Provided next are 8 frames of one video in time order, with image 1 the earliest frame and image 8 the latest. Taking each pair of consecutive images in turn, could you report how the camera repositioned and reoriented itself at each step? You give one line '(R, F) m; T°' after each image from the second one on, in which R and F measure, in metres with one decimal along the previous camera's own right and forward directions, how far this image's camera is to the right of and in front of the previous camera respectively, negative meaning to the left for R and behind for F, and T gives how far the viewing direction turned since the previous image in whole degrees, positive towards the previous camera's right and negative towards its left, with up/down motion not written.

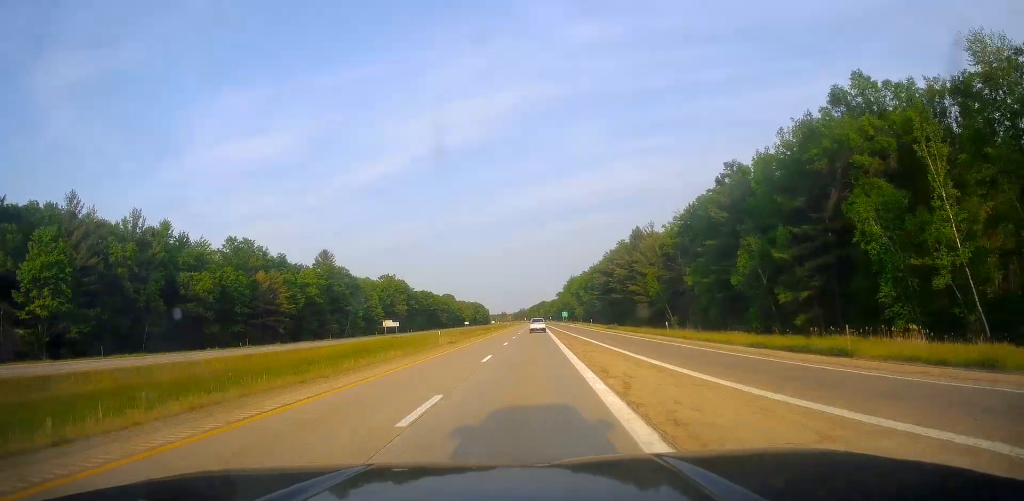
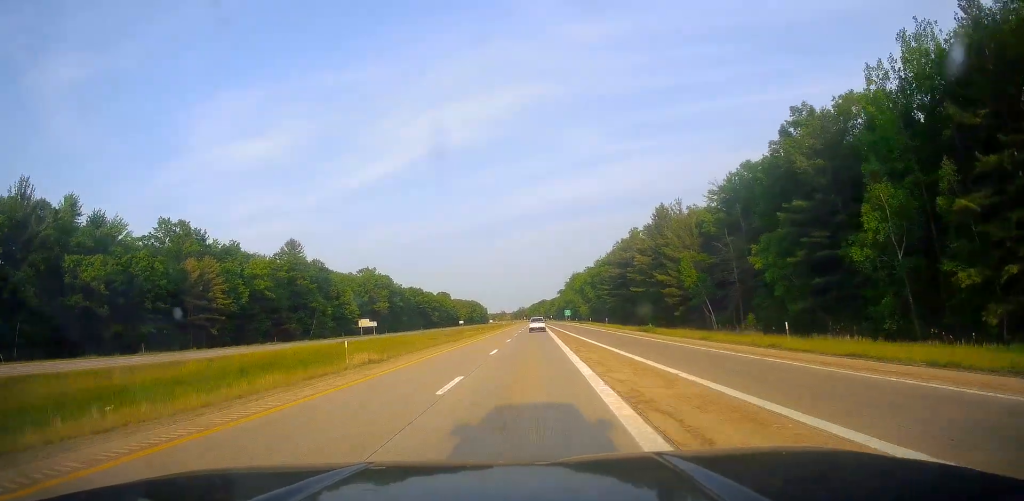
(+0.4, +26.5) m; 0°
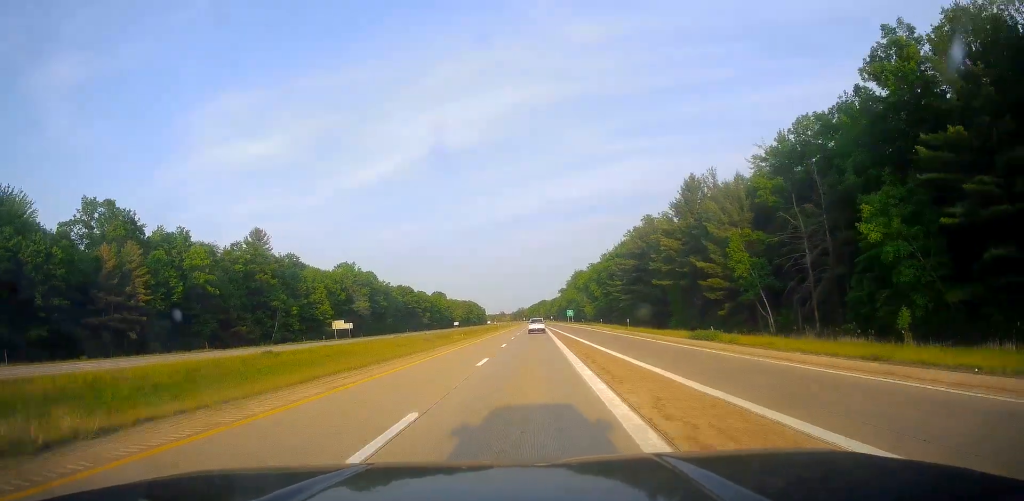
(-0.2, +21.6) m; 0°
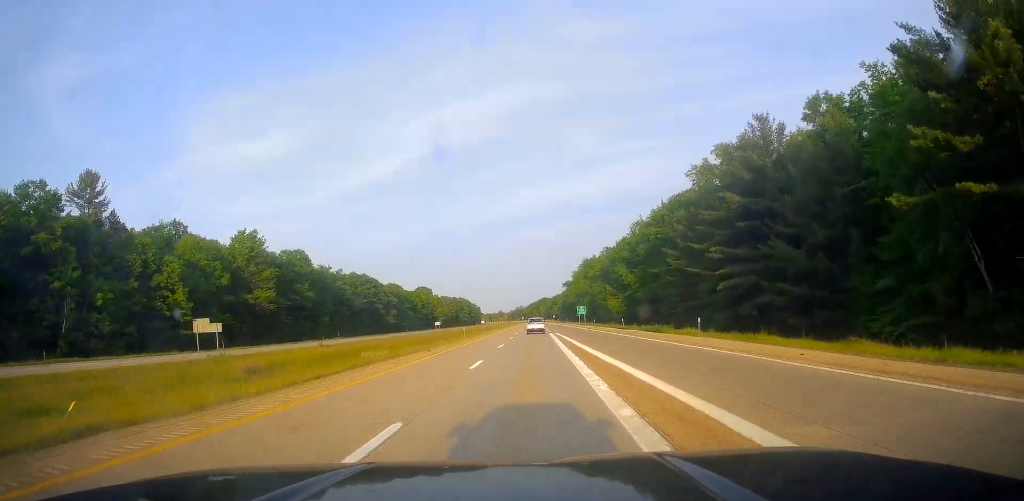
(-0.3, +62.5) m; 0°
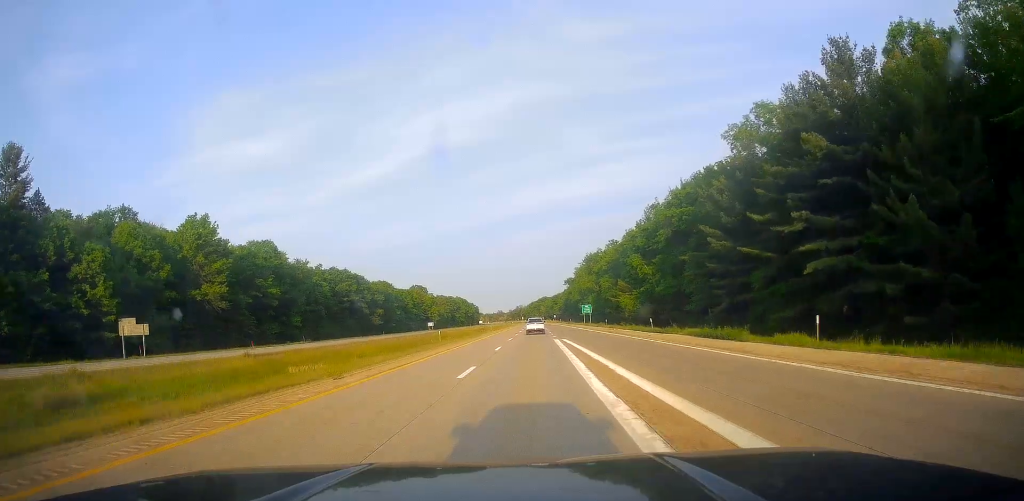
(0.0, +18.0) m; 0°
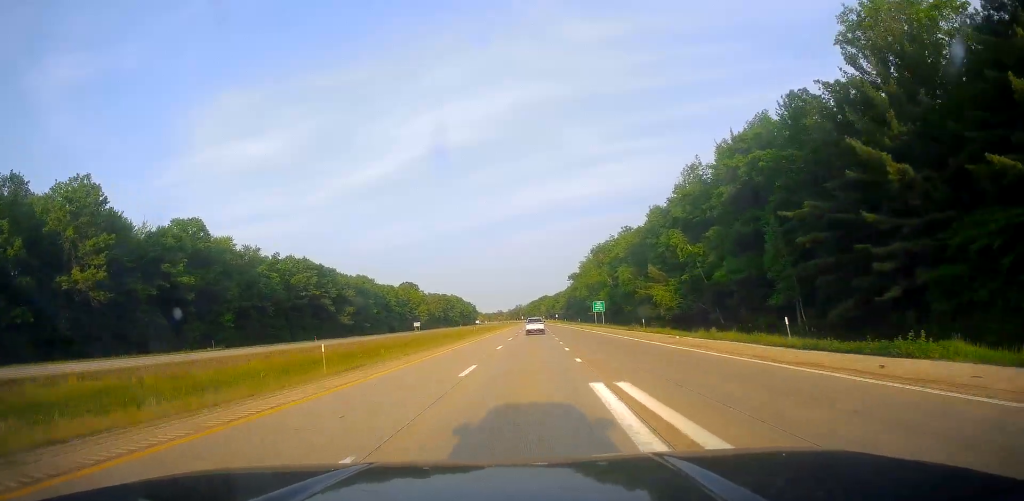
(+0.3, +30.0) m; -1°
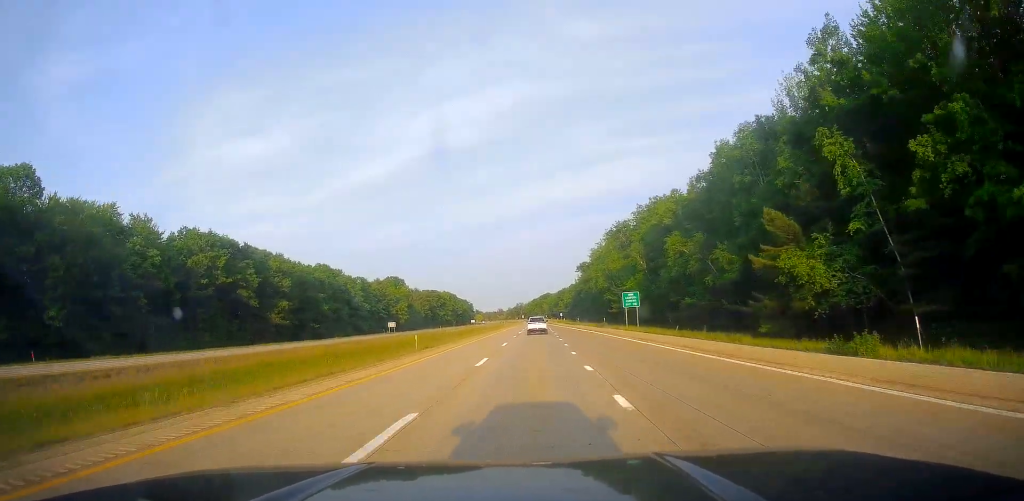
(-0.7, +41.9) m; -1°
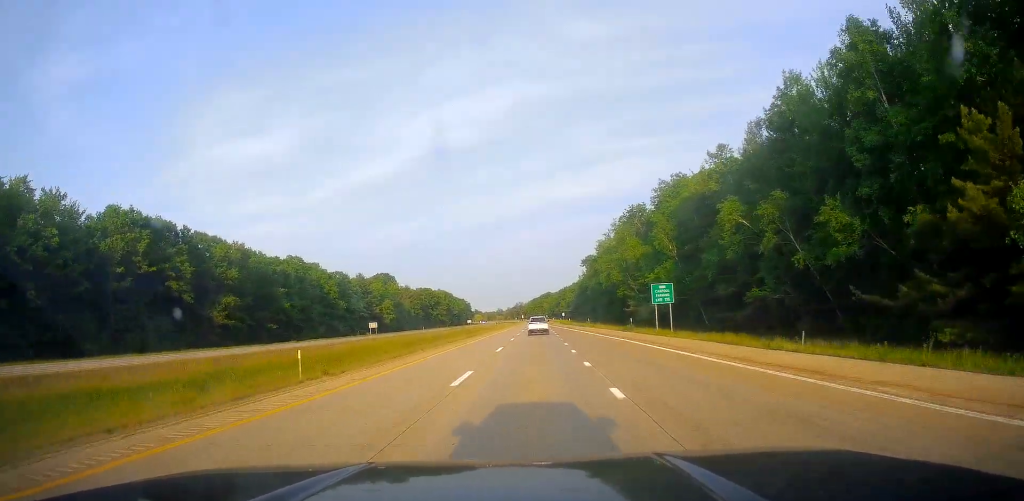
(+0.1, +21.5) m; 0°
